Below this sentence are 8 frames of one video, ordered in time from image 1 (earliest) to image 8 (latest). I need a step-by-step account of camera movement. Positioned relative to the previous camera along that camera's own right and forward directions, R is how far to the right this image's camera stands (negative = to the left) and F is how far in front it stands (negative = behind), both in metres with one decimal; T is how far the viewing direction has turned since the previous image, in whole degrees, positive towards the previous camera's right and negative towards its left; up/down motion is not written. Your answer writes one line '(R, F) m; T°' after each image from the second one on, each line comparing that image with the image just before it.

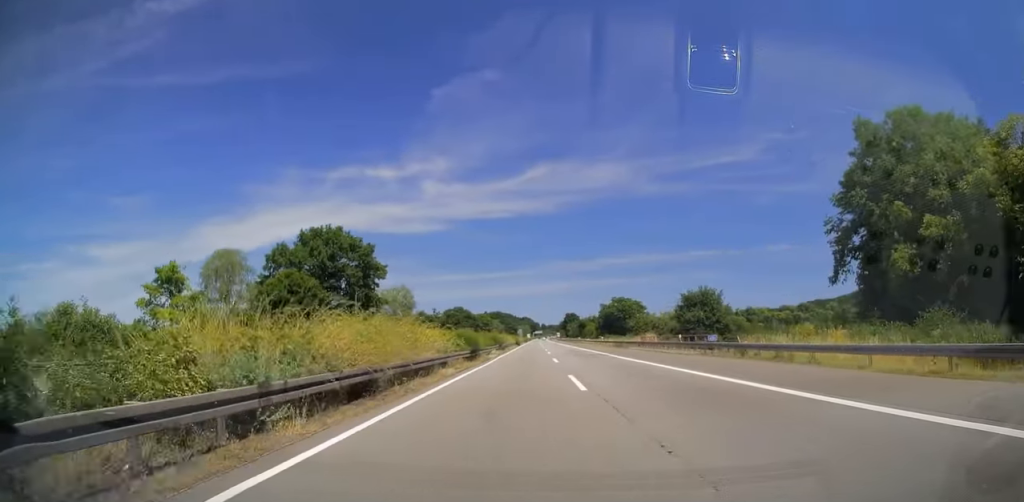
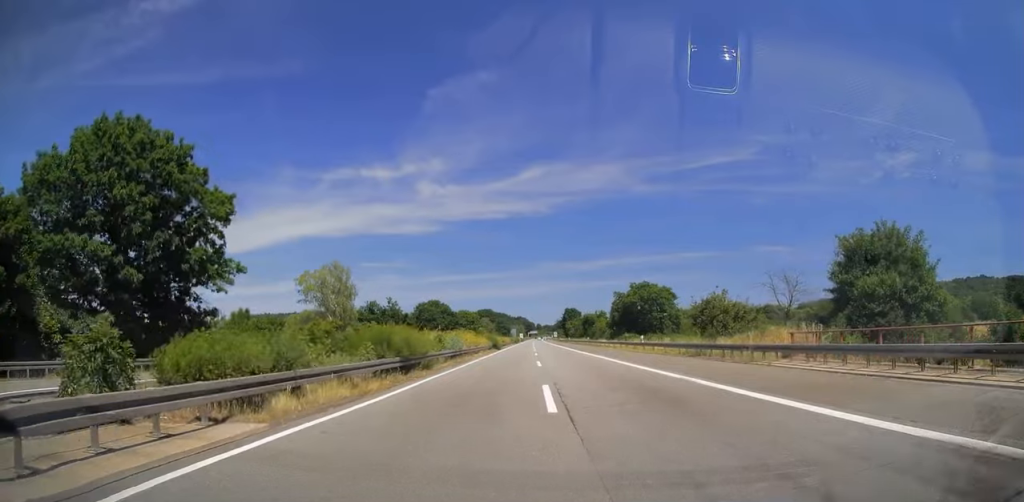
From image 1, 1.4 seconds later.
(+0.4, +39.6) m; 0°
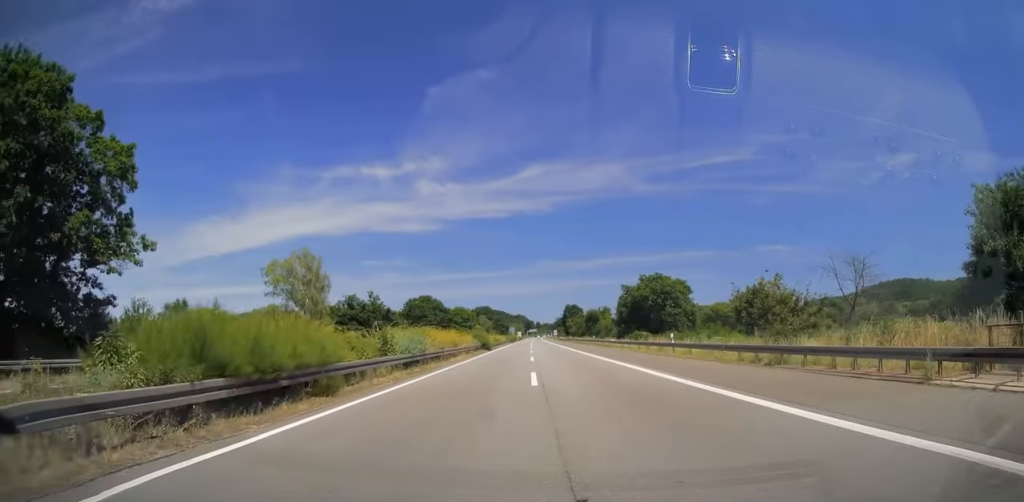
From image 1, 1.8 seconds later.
(-0.1, +11.8) m; 0°
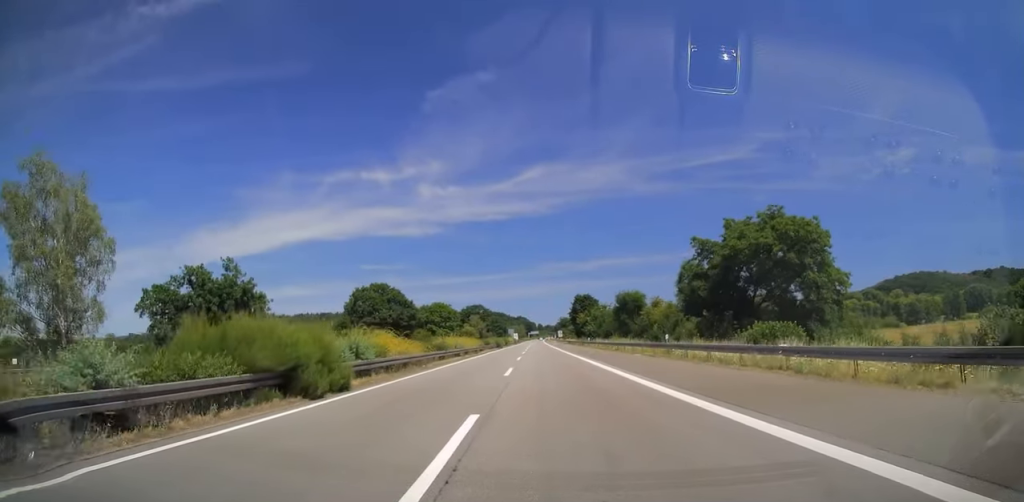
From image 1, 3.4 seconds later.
(+0.3, +47.8) m; +1°
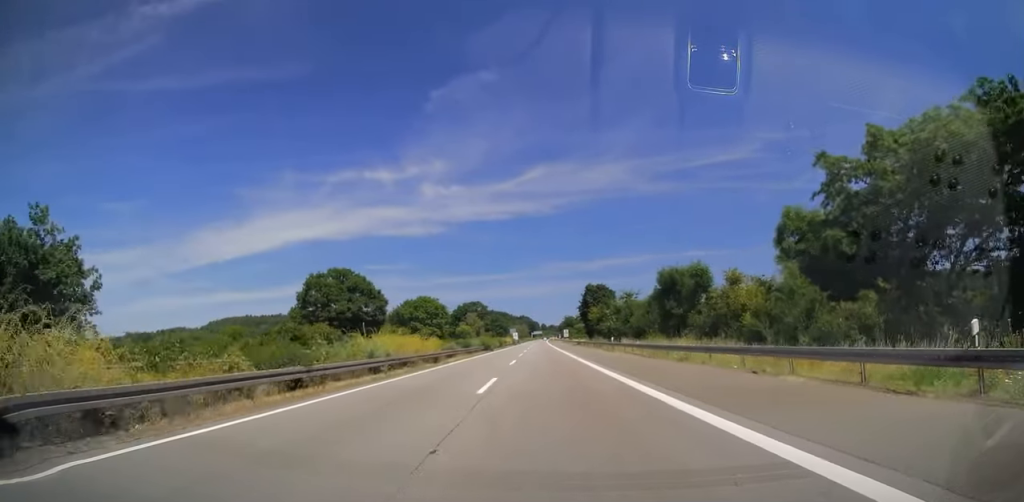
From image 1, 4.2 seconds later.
(-0.1, +25.1) m; -1°
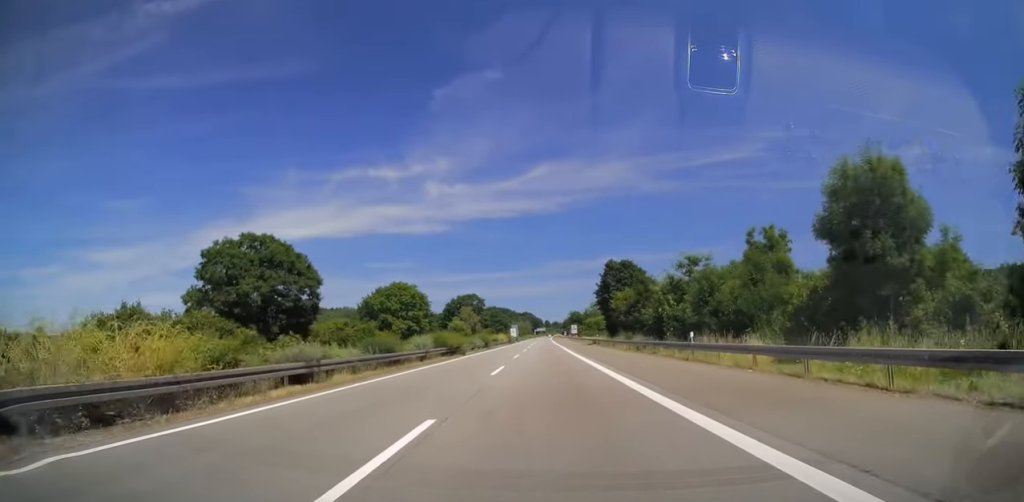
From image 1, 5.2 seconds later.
(-0.3, +29.5) m; 0°
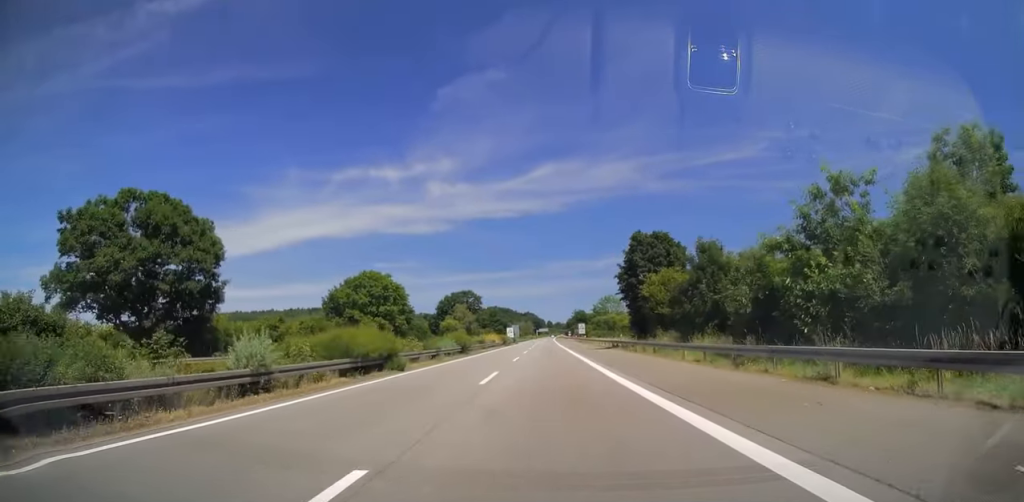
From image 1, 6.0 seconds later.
(+0.1, +21.6) m; 0°
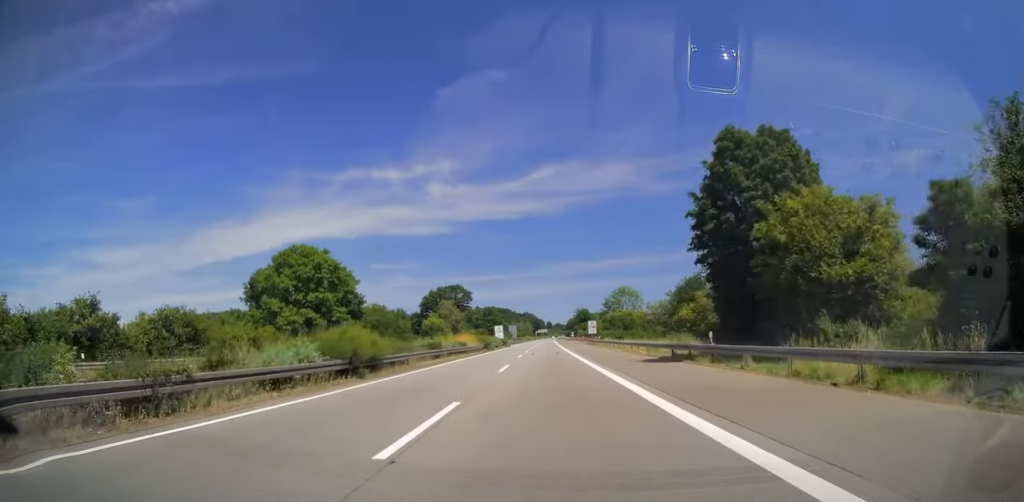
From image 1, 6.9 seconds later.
(-0.1, +29.0) m; 0°
